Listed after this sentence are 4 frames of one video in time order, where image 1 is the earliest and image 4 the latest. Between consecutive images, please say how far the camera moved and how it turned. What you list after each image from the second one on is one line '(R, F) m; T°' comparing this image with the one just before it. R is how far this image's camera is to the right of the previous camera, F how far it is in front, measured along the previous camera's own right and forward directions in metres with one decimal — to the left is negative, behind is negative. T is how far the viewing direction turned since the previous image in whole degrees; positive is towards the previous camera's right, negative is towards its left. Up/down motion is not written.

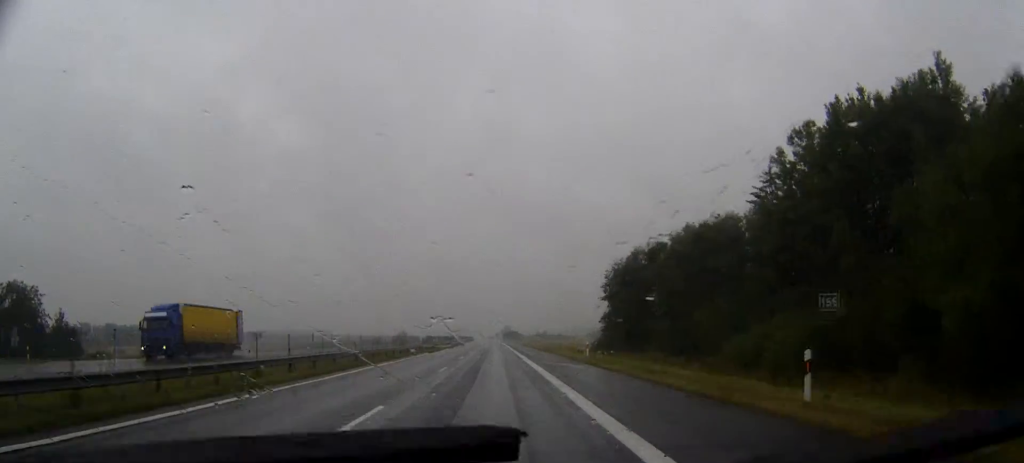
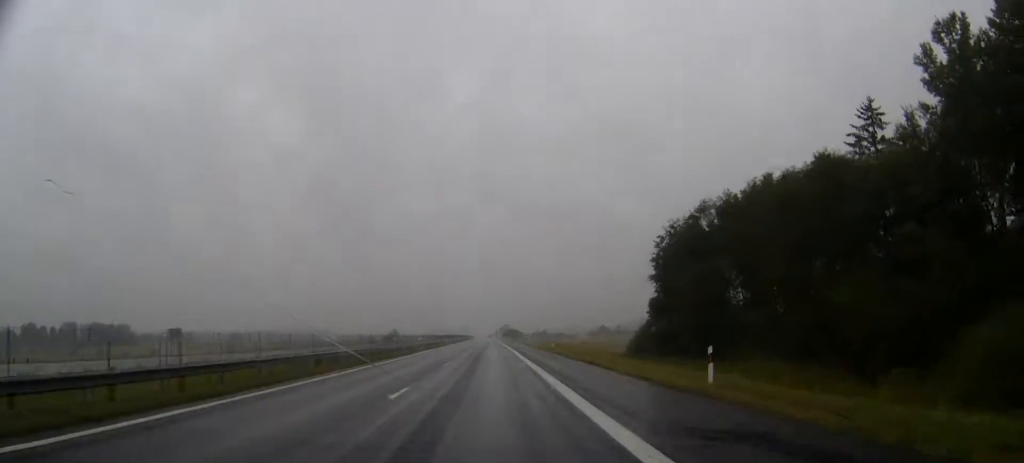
(0.0, +26.3) m; 0°
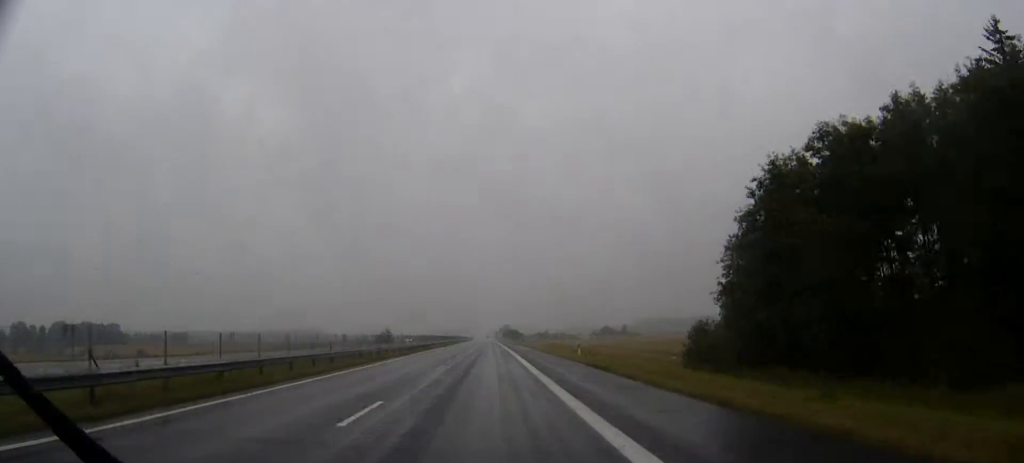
(0.0, +20.7) m; 0°
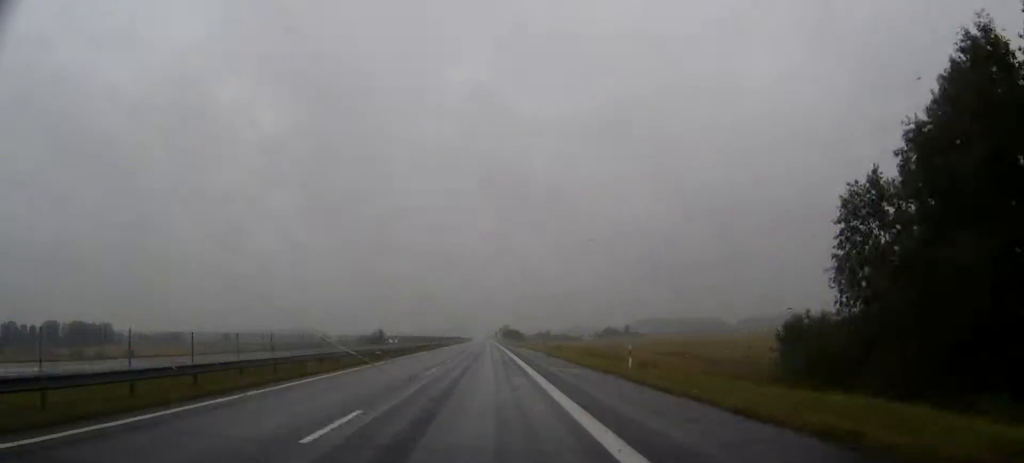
(0.0, +17.8) m; 0°
